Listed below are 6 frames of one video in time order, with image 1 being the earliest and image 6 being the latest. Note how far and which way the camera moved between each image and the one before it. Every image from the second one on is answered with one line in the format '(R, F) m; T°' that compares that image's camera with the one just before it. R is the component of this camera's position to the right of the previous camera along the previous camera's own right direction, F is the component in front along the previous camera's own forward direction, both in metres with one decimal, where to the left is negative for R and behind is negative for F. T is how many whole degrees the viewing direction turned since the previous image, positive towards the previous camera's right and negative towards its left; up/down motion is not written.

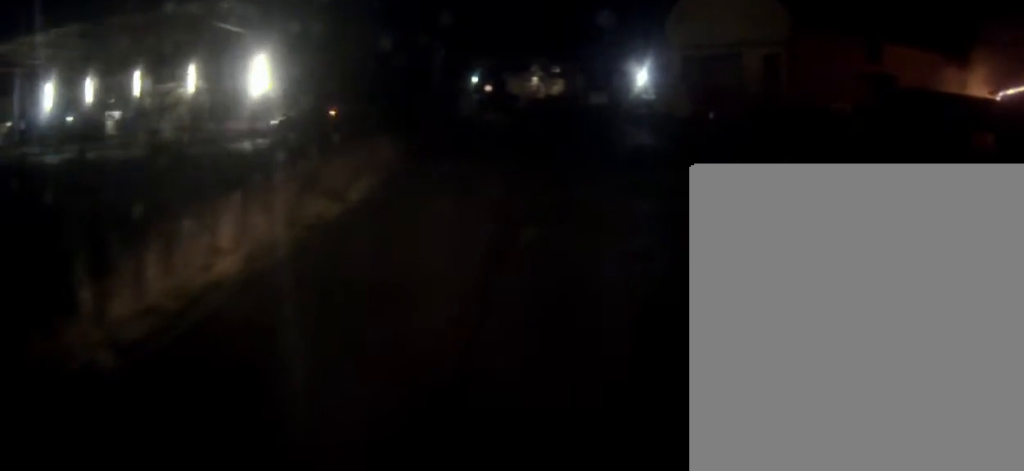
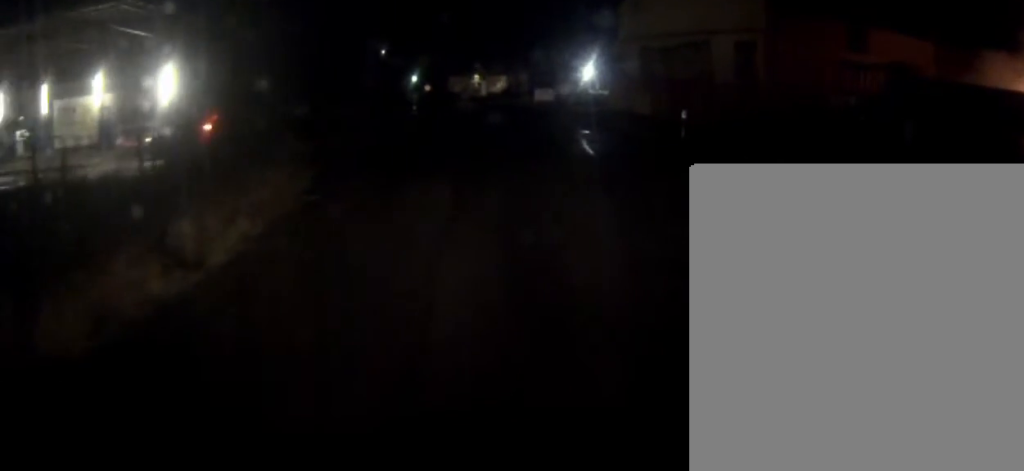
(-0.2, +7.5) m; +3°
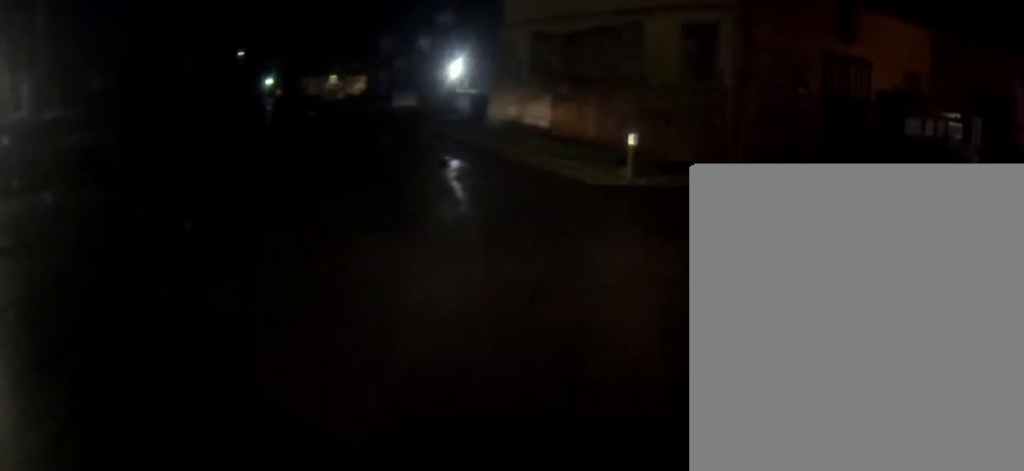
(+2.4, +22.2) m; +10°
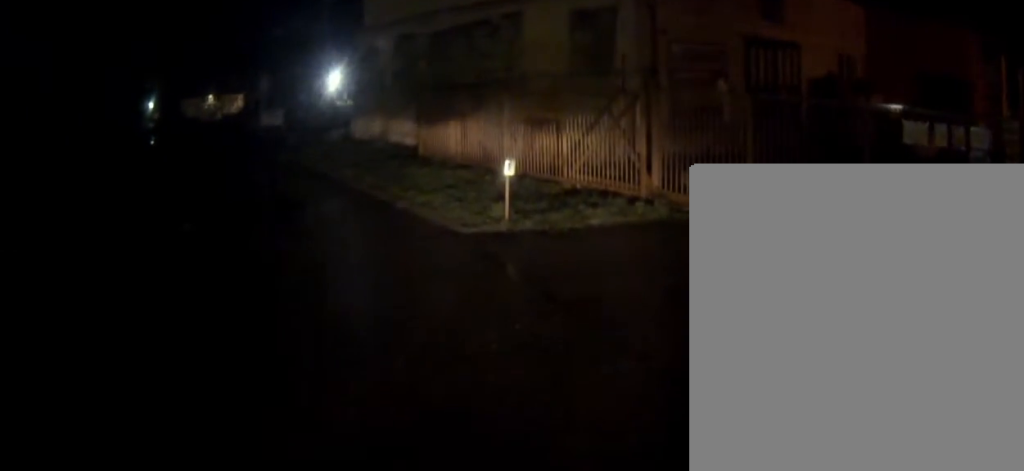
(+0.5, +12.6) m; +6°
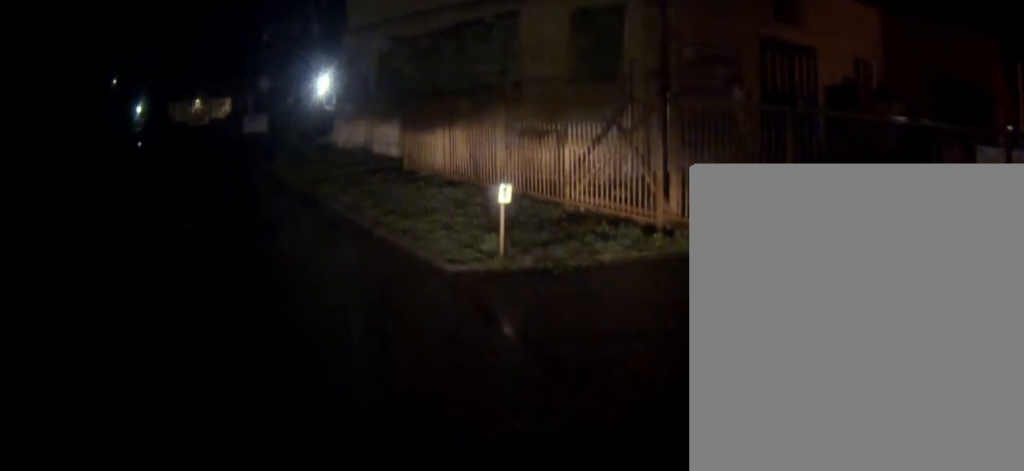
(+0.4, +6.5) m; +4°
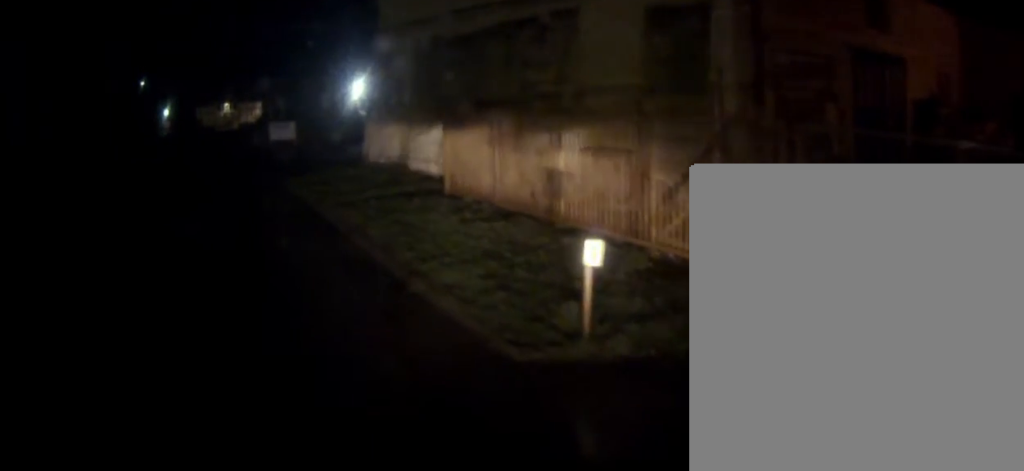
(+0.2, +7.9) m; -1°
